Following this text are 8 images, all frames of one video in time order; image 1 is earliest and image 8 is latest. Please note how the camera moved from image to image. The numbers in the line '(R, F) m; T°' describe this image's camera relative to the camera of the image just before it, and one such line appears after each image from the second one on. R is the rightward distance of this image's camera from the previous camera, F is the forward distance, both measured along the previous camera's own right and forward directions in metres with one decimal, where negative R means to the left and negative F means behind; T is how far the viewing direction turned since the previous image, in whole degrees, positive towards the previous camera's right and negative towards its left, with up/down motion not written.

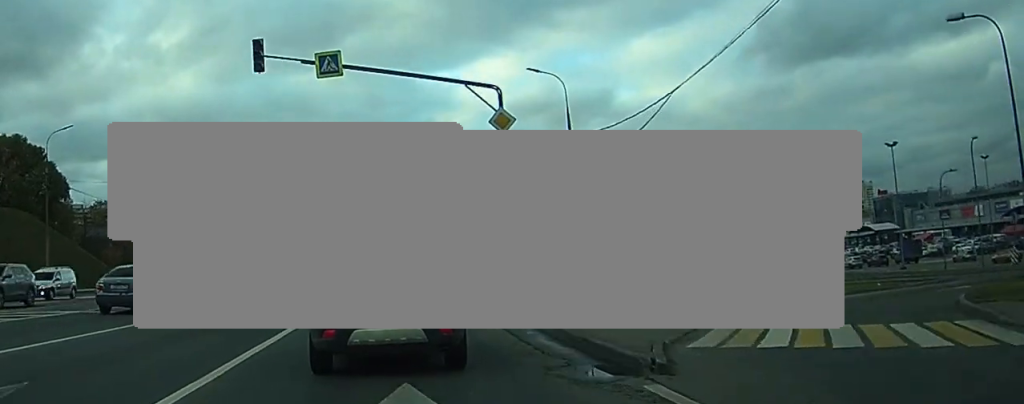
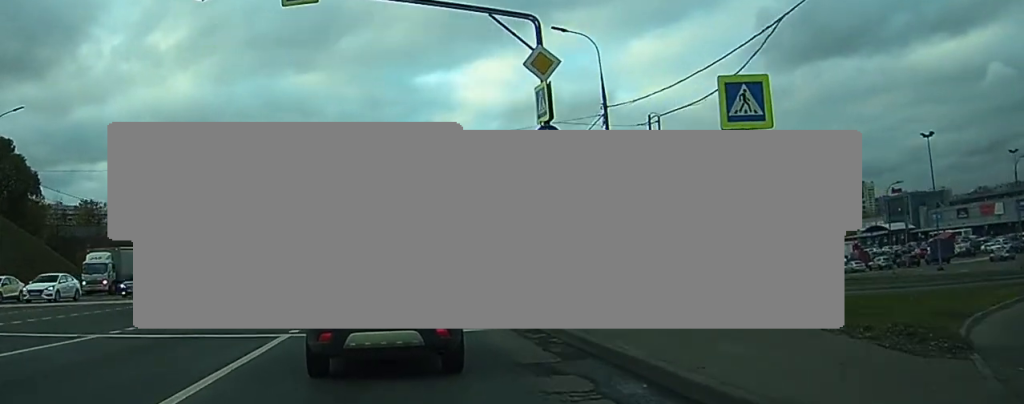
(-0.1, +7.9) m; +1°
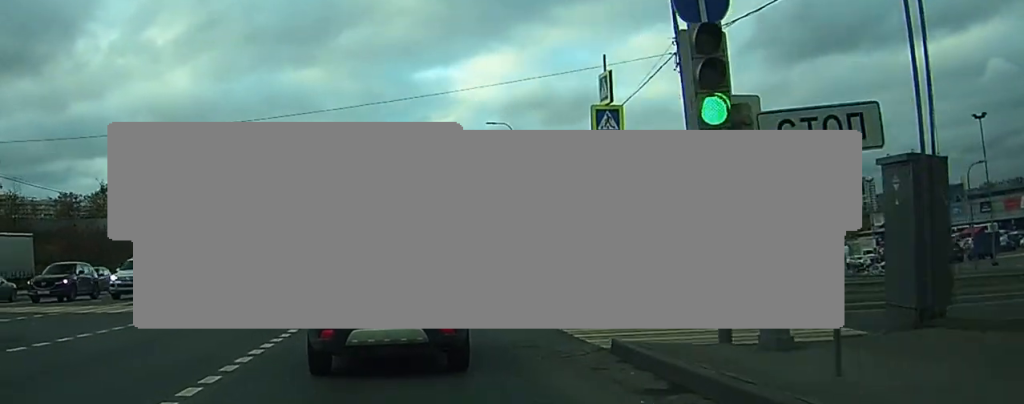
(+0.2, +10.5) m; 0°
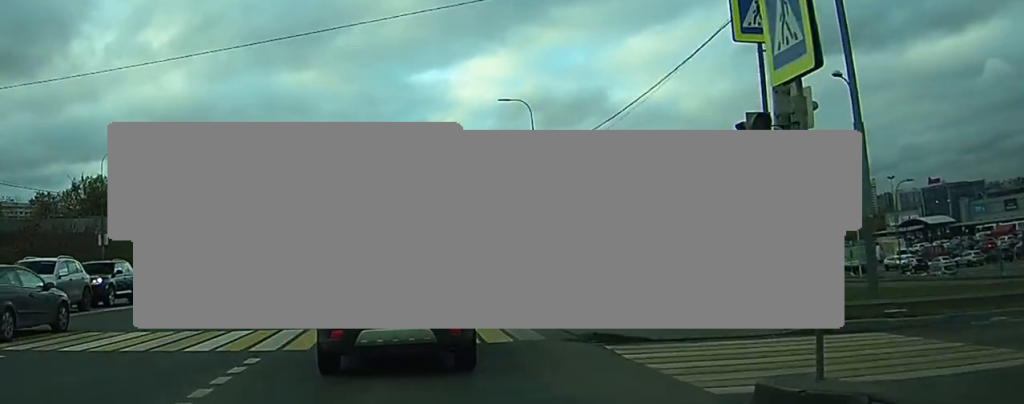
(-0.1, +10.9) m; -1°
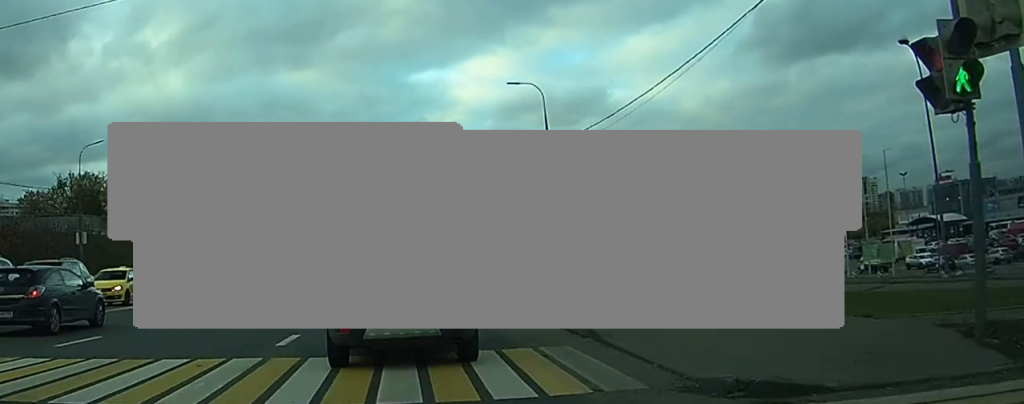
(0.0, +5.4) m; 0°
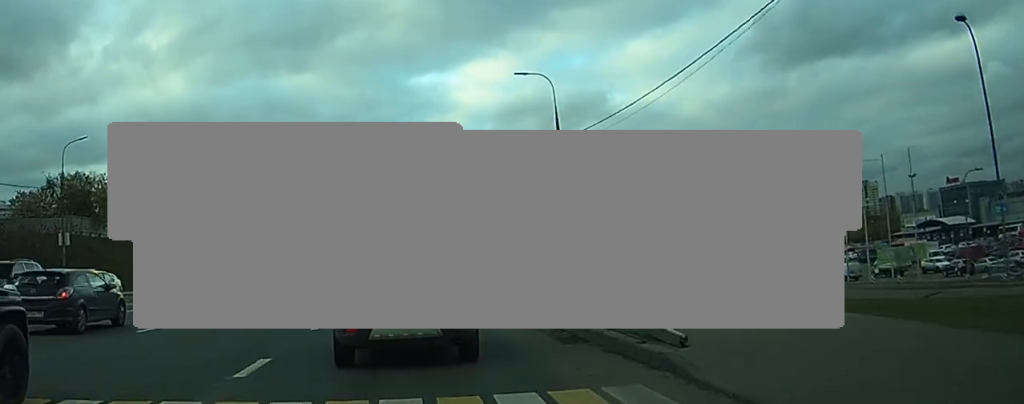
(-0.1, +3.7) m; 0°
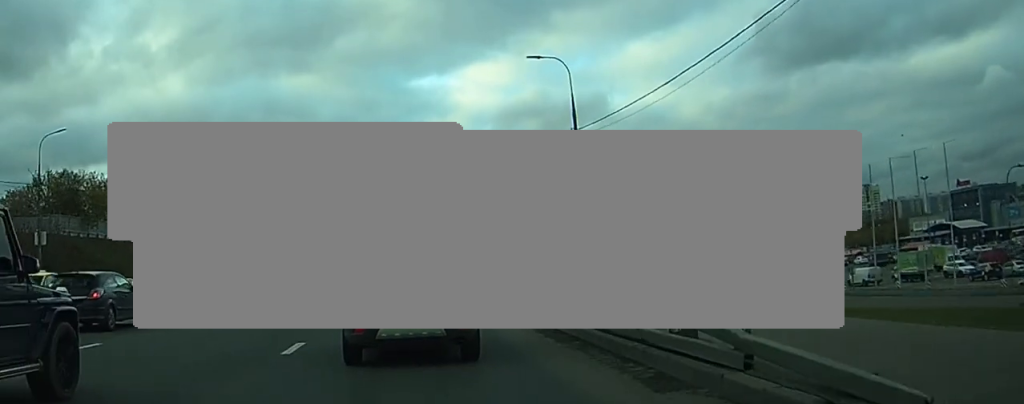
(-0.1, +4.7) m; 0°
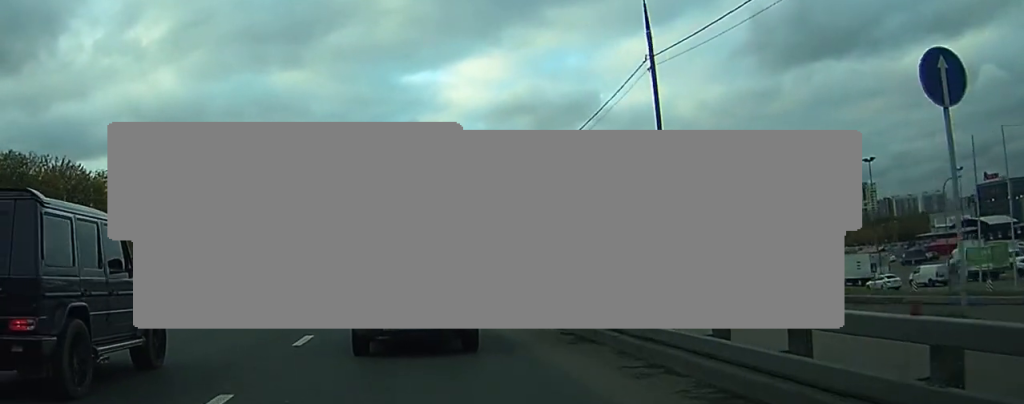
(+0.1, +14.9) m; +1°
